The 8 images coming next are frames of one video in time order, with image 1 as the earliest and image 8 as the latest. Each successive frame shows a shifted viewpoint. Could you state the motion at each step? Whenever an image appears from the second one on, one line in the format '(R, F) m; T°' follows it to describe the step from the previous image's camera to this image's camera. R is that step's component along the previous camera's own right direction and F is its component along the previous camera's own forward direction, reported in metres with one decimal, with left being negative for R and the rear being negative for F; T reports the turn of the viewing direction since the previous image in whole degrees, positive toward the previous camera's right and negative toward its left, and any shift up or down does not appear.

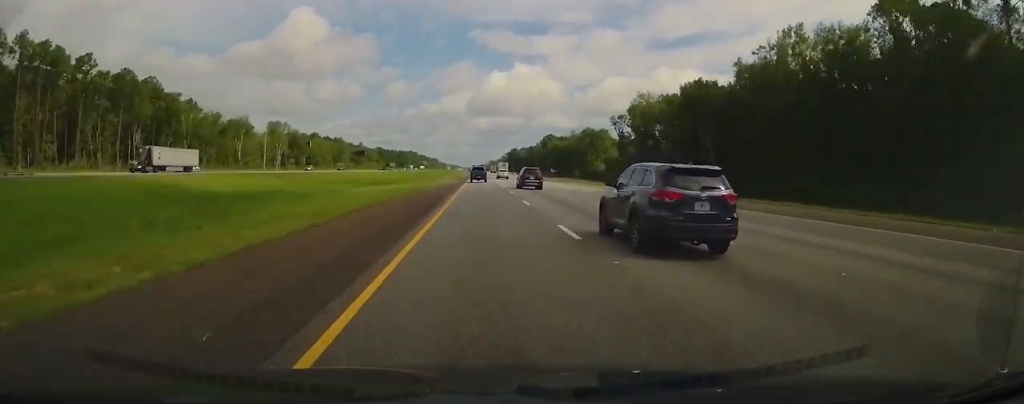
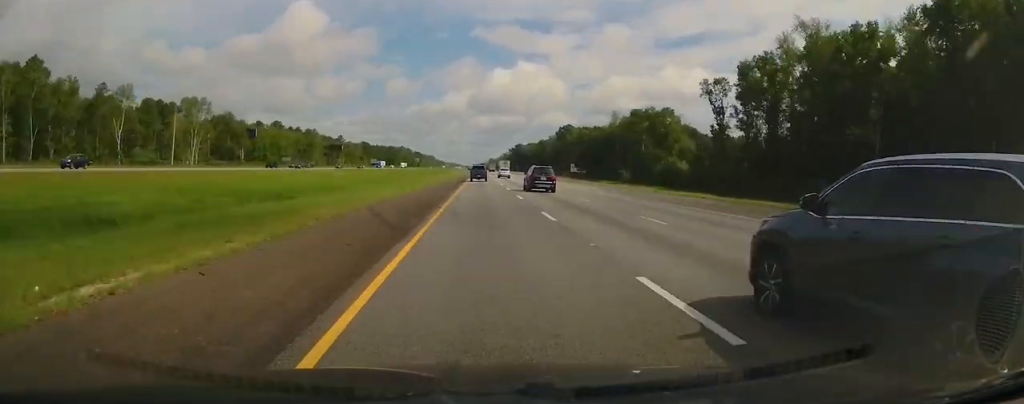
(+0.1, +79.0) m; 0°
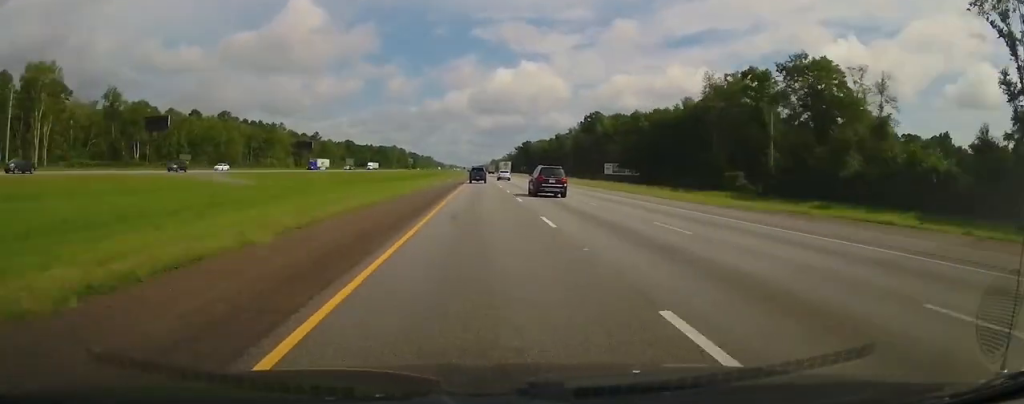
(0.0, +73.9) m; 0°
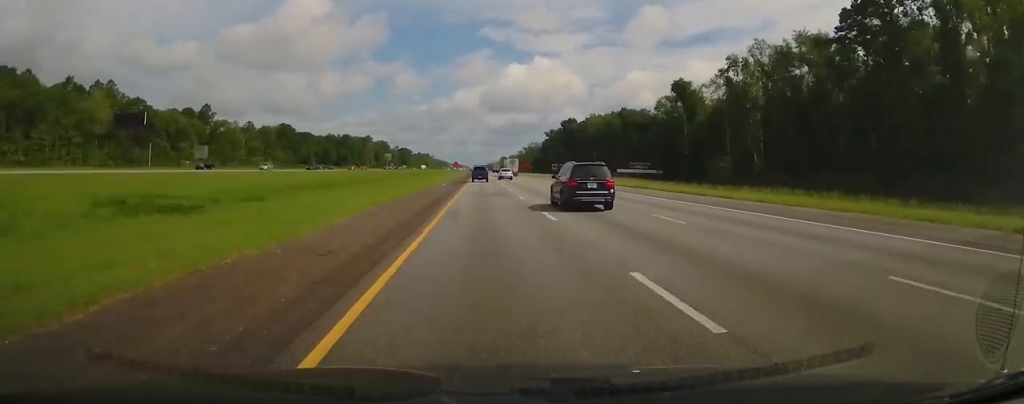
(-0.9, +180.2) m; -1°
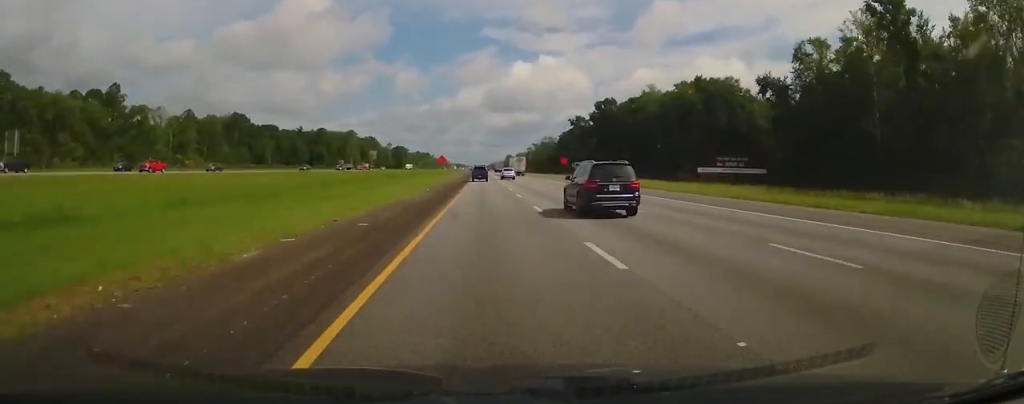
(-0.2, +69.2) m; 0°
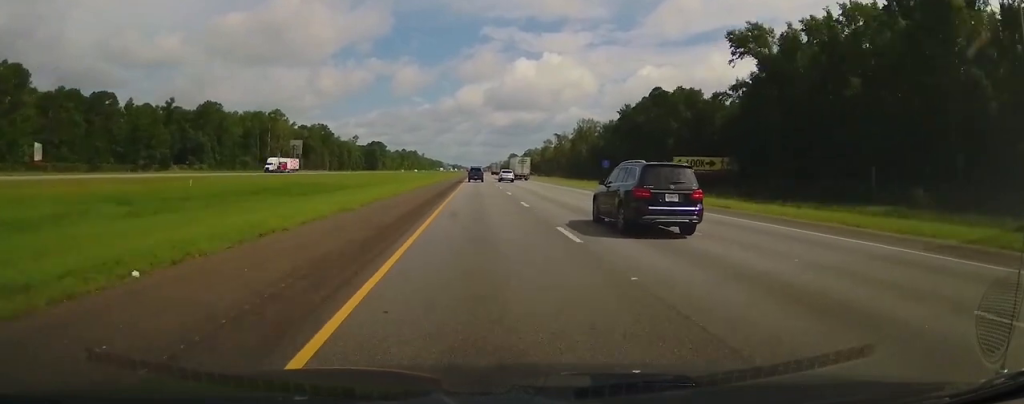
(-0.4, +143.1) m; 0°
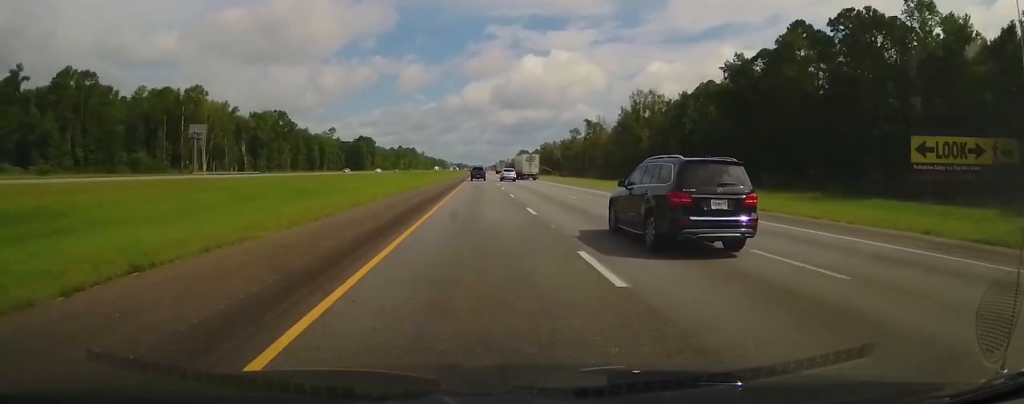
(+0.2, +78.3) m; 0°
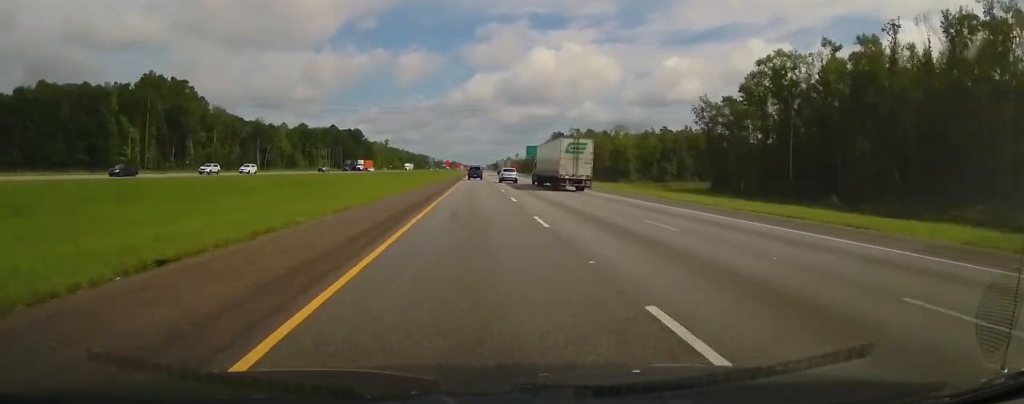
(+0.5, +297.2) m; 0°
